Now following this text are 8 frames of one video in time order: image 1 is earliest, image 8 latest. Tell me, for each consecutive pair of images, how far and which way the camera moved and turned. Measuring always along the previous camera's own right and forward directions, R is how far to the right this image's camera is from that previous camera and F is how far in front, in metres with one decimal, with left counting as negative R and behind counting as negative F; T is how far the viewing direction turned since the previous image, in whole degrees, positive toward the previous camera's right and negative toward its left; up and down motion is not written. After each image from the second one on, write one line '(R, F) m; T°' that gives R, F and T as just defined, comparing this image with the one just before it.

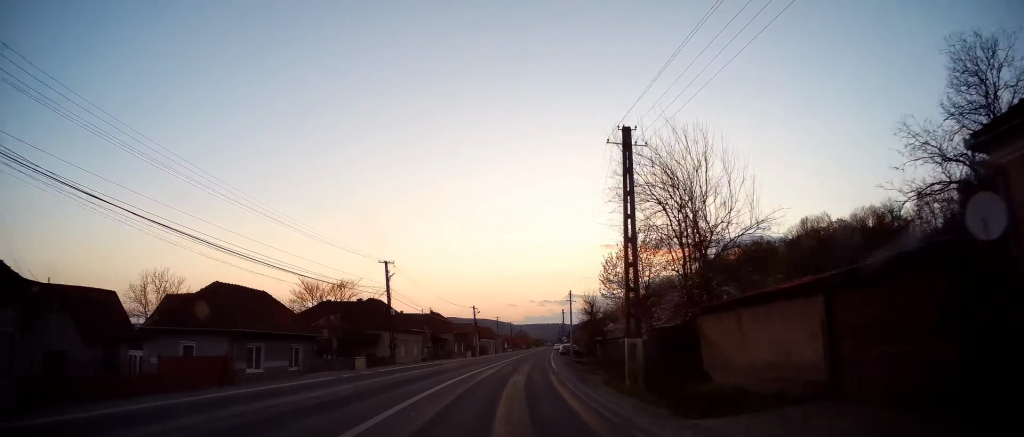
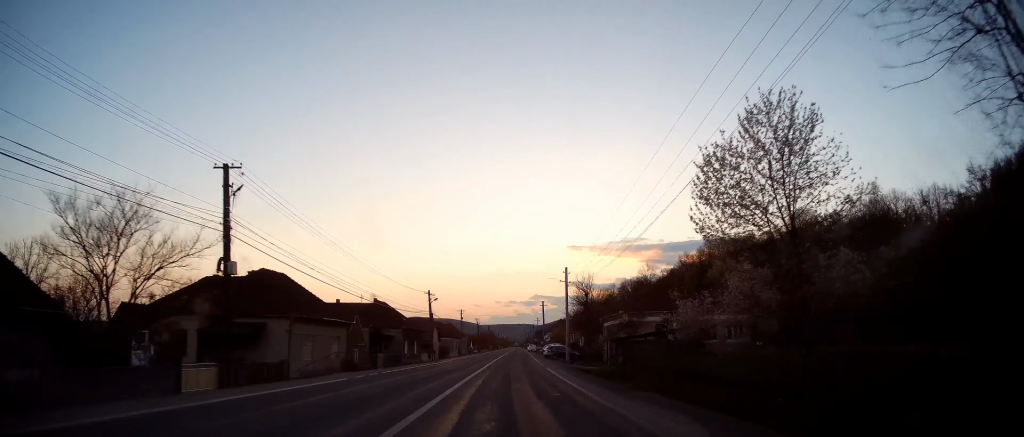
(+0.5, +19.8) m; +3°
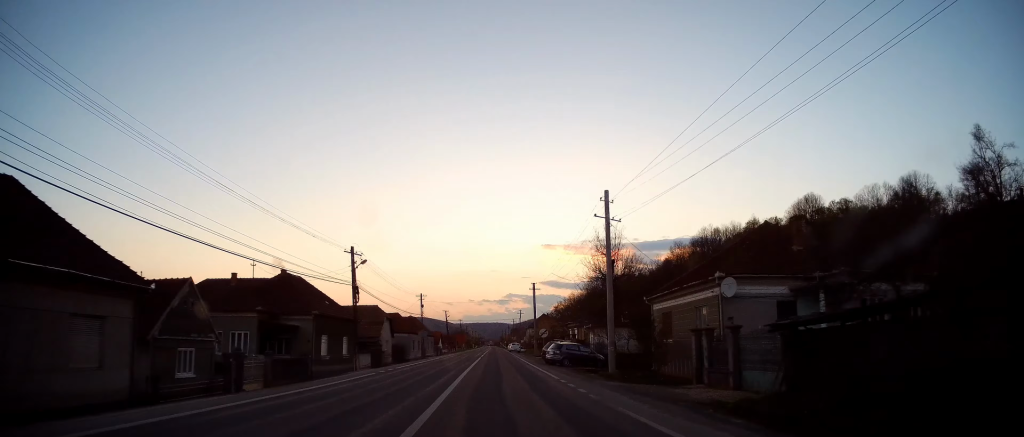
(+0.8, +22.6) m; +4°
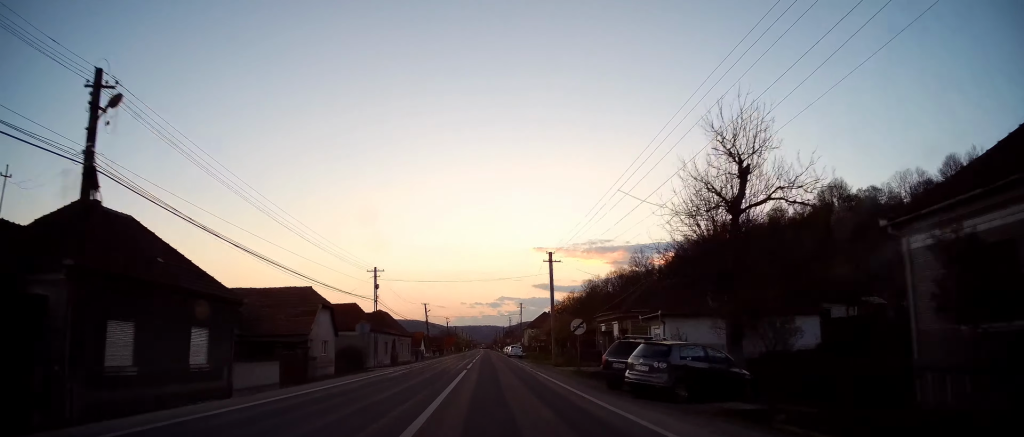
(+0.8, +21.4) m; +3°
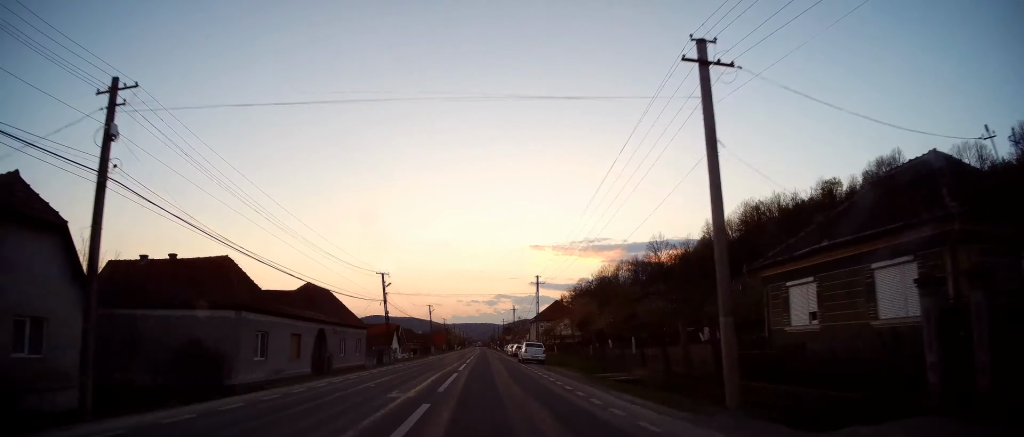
(+0.6, +28.6) m; 0°
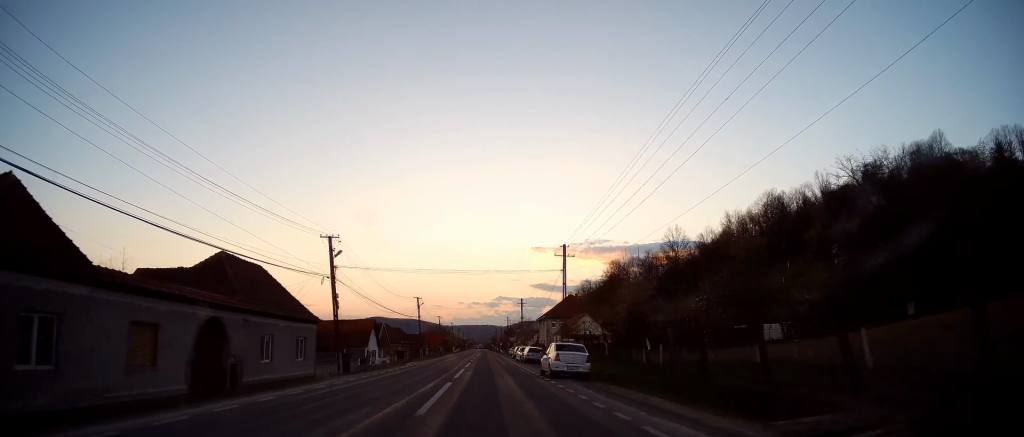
(-0.1, +16.1) m; 0°
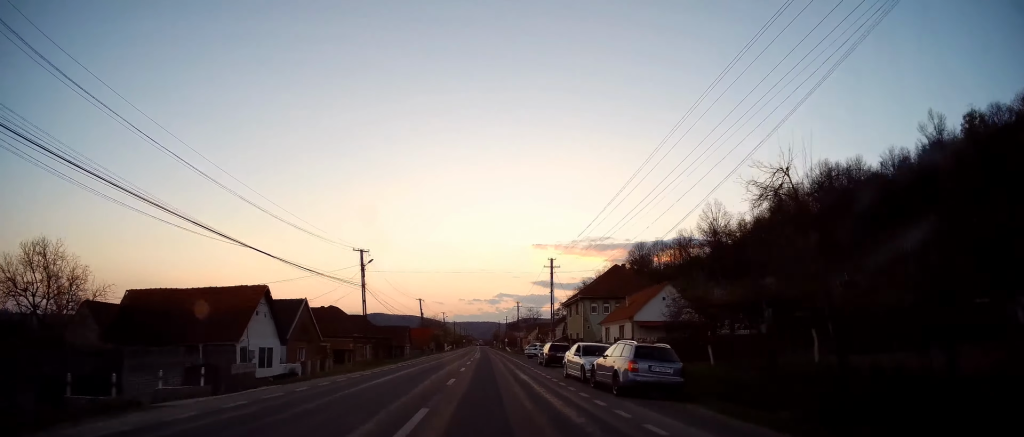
(-0.1, +31.4) m; 0°
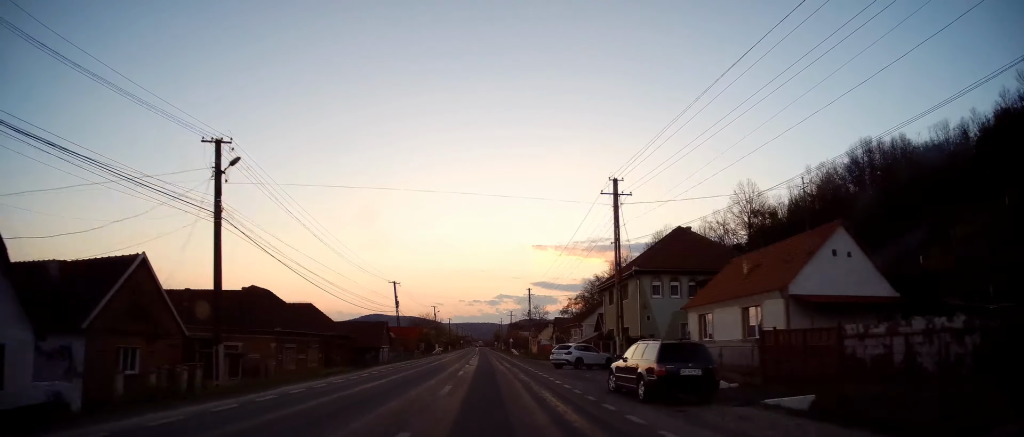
(+0.1, +20.4) m; 0°
